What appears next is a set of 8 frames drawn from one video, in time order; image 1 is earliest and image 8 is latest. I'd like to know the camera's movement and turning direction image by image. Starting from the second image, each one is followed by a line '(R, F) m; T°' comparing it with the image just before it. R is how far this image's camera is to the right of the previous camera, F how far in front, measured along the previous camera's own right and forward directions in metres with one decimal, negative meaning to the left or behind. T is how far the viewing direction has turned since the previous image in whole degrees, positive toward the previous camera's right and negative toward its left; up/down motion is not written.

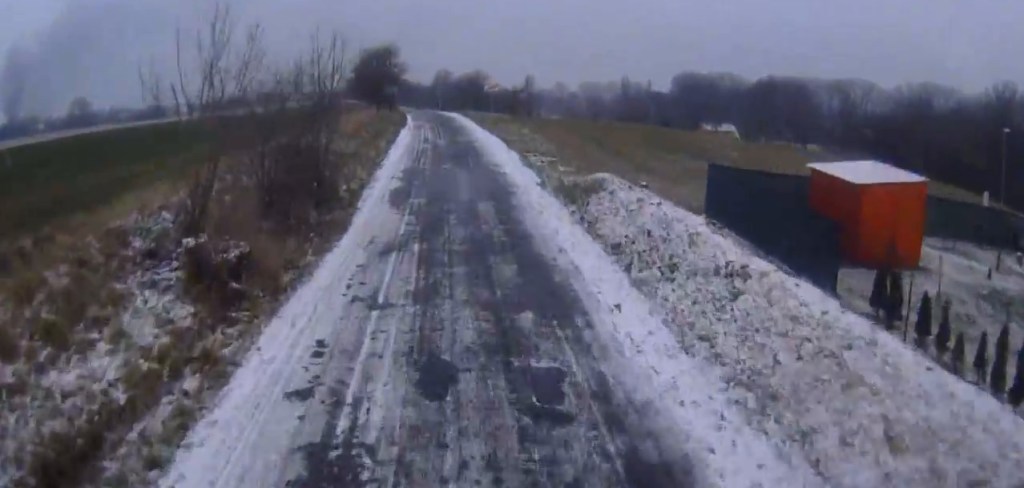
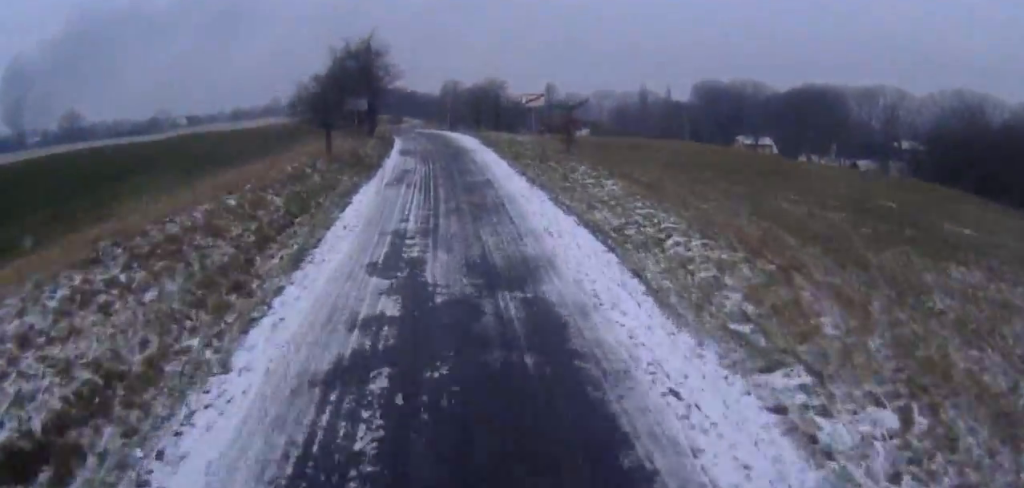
(+0.1, +21.7) m; 0°
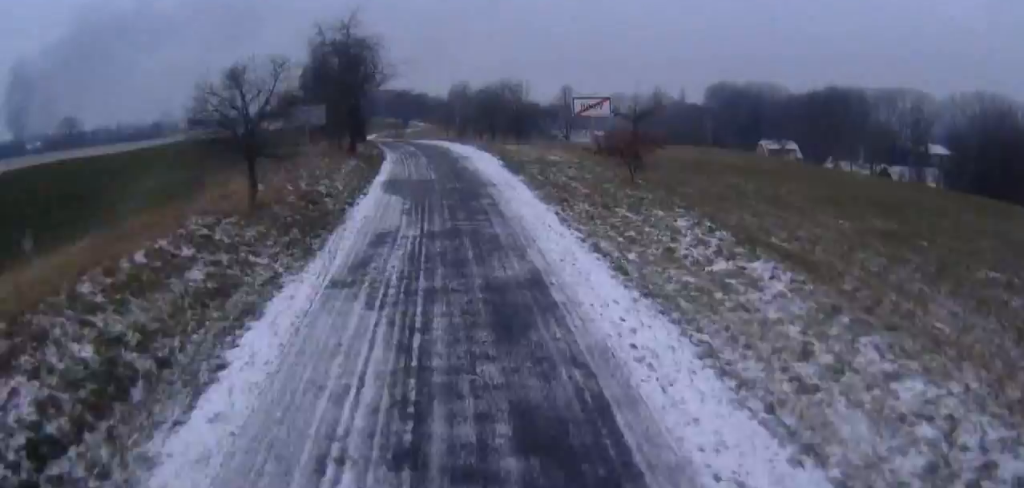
(0.0, +10.8) m; 0°
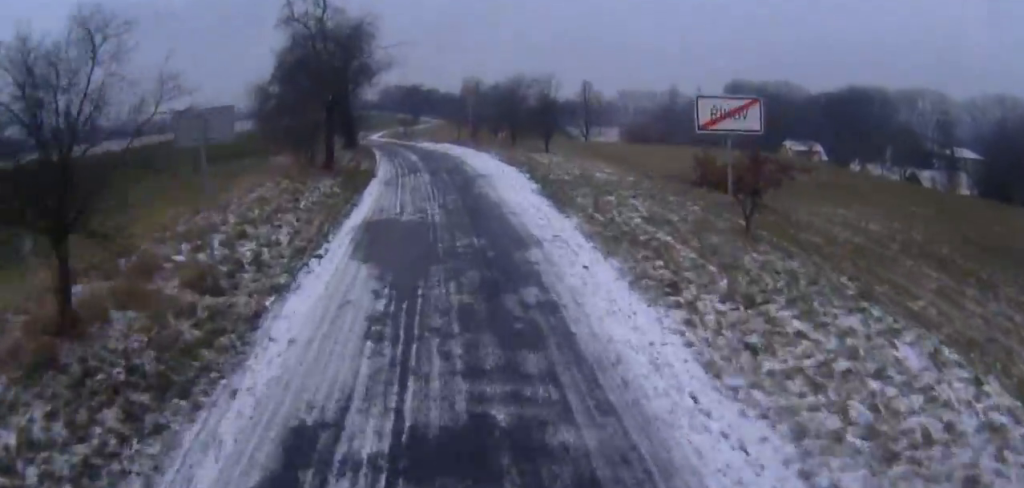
(-0.1, +8.5) m; -1°
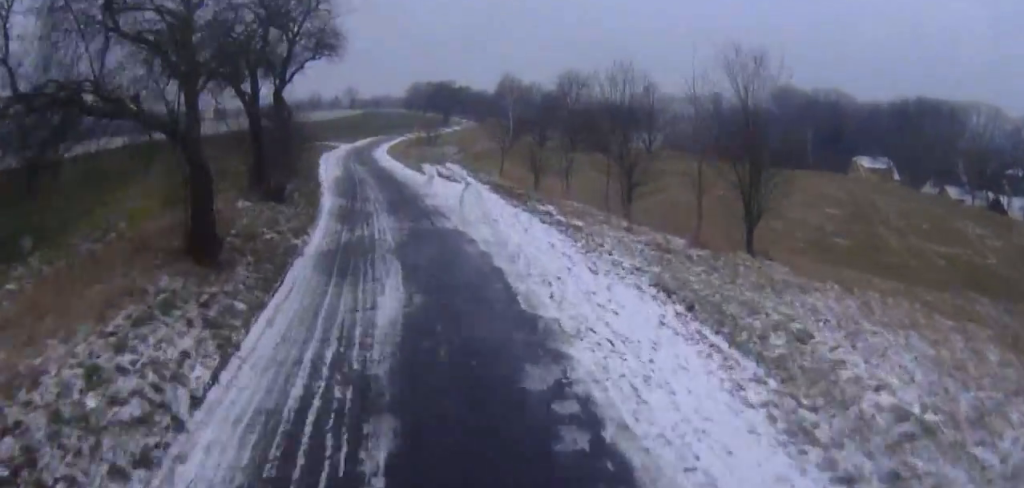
(-0.4, +23.3) m; -3°
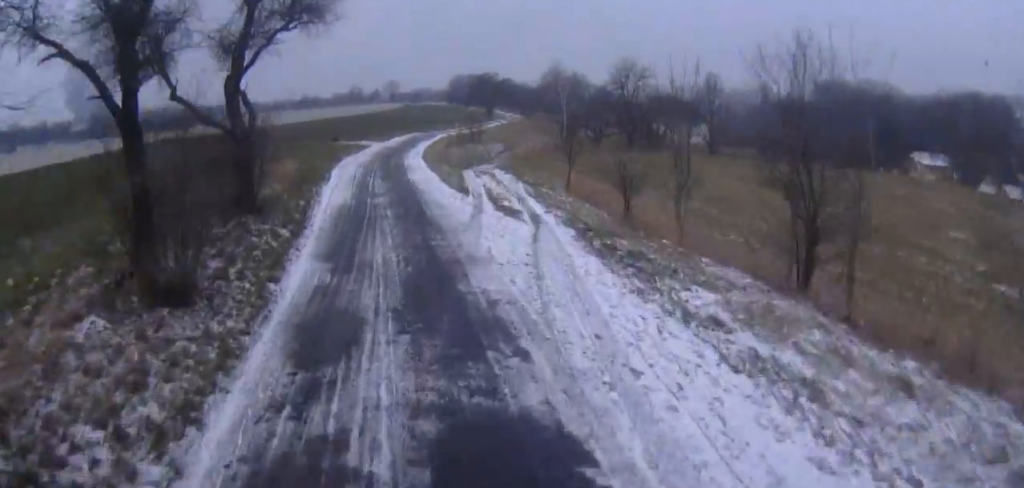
(-0.1, +9.1) m; -2°
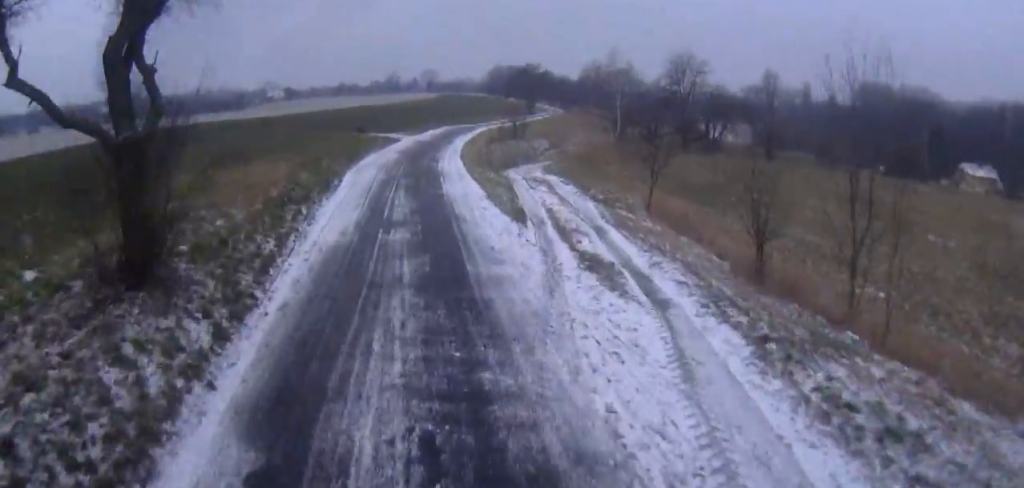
(-0.2, +7.0) m; -2°
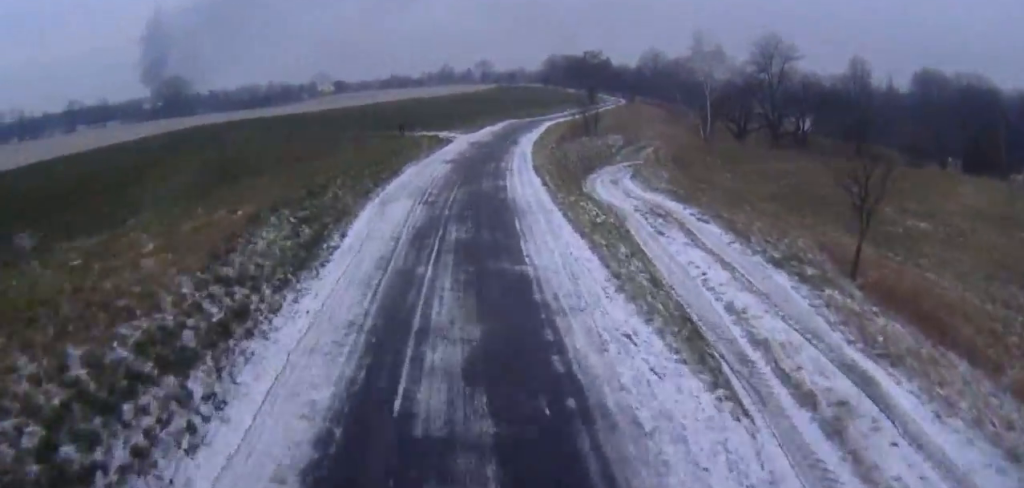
(-0.2, +10.2) m; -3°
